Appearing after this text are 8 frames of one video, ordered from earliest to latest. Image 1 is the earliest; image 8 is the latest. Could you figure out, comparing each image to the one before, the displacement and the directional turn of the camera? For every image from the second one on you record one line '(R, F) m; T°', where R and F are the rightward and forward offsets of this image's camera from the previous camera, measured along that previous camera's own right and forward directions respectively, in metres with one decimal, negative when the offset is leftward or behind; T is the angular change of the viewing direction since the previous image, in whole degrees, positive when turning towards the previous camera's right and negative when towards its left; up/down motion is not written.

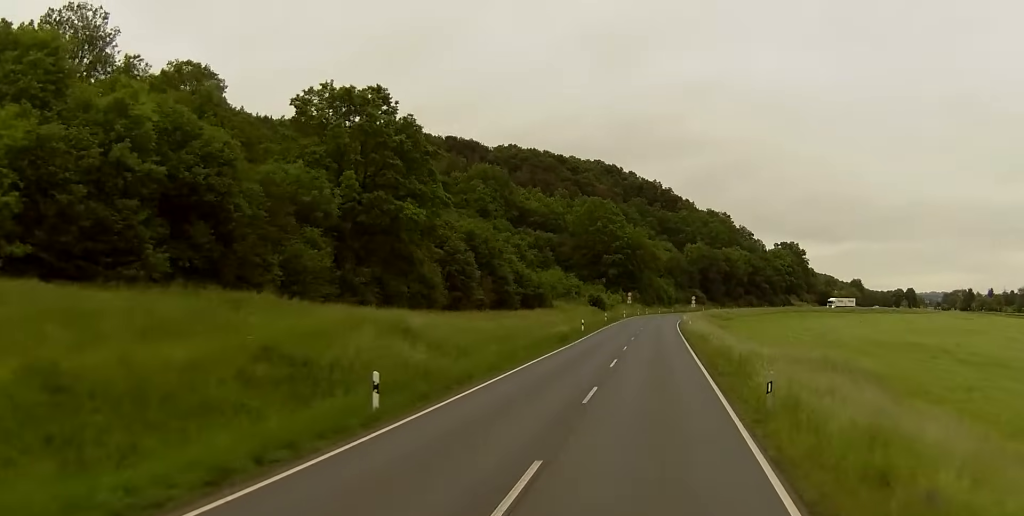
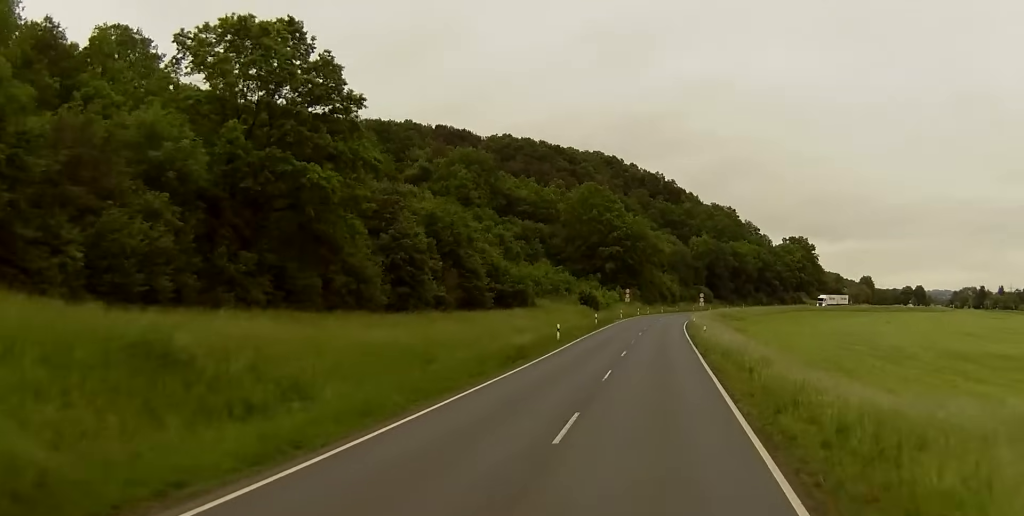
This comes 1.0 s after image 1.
(0.0, +14.5) m; 0°
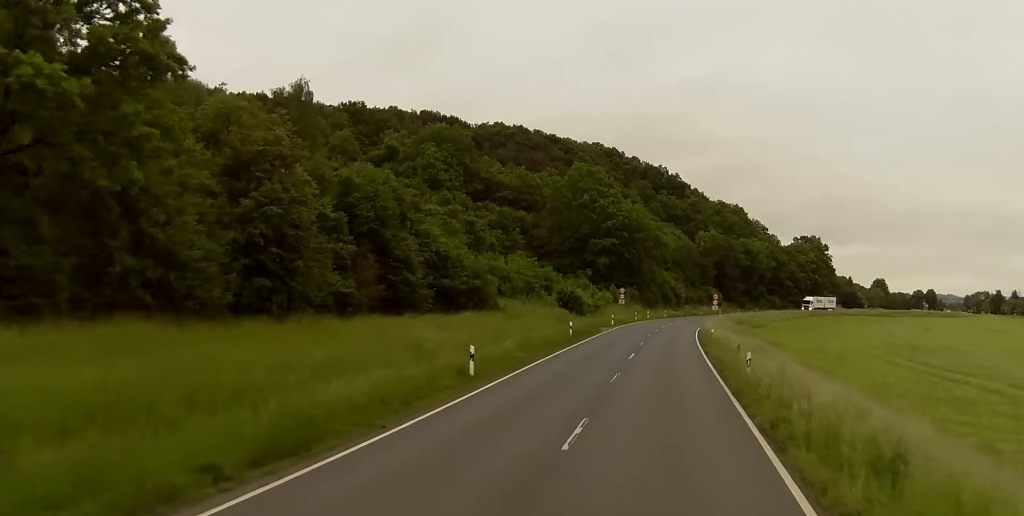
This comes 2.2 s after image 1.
(0.0, +20.4) m; 0°
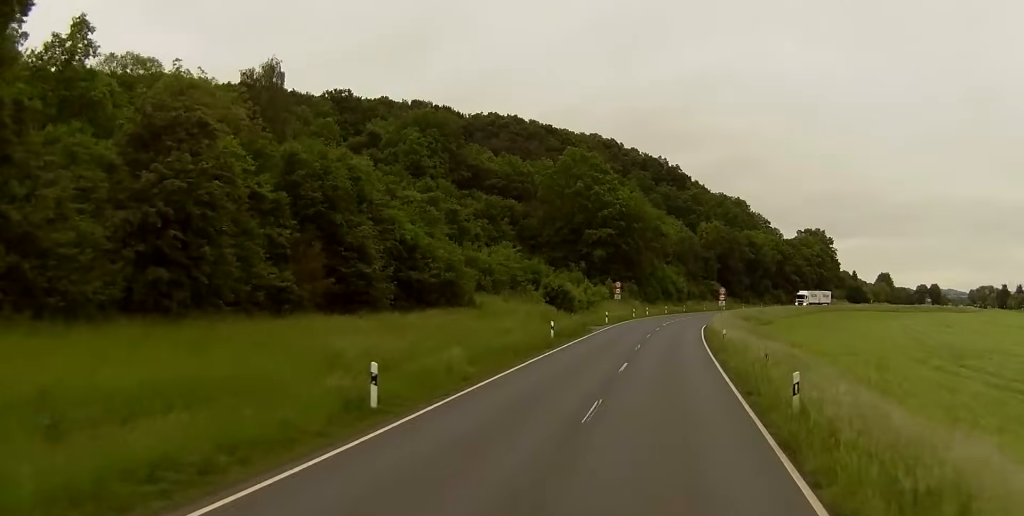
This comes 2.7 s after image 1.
(0.0, +9.1) m; 0°
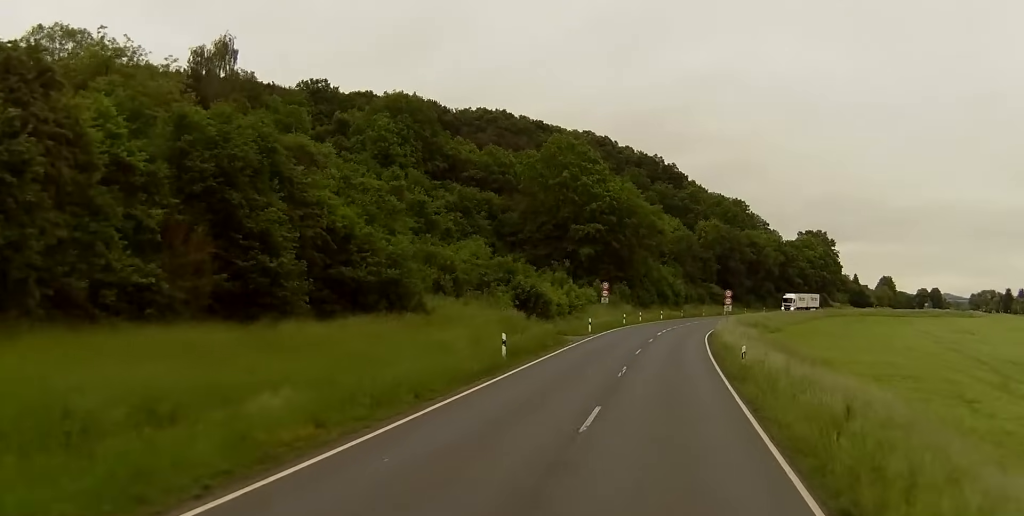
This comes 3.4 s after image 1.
(0.0, +13.5) m; +1°
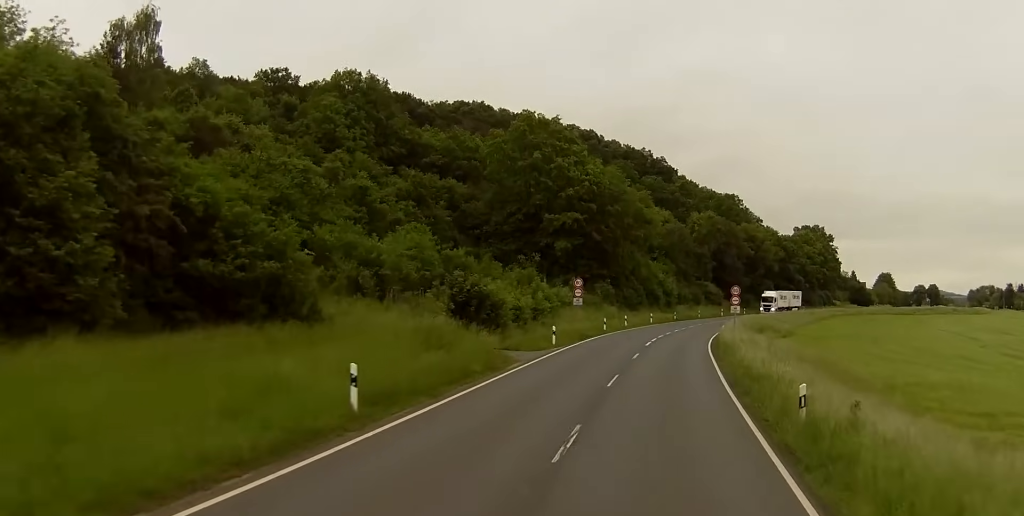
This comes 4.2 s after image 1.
(+0.1, +16.9) m; +1°
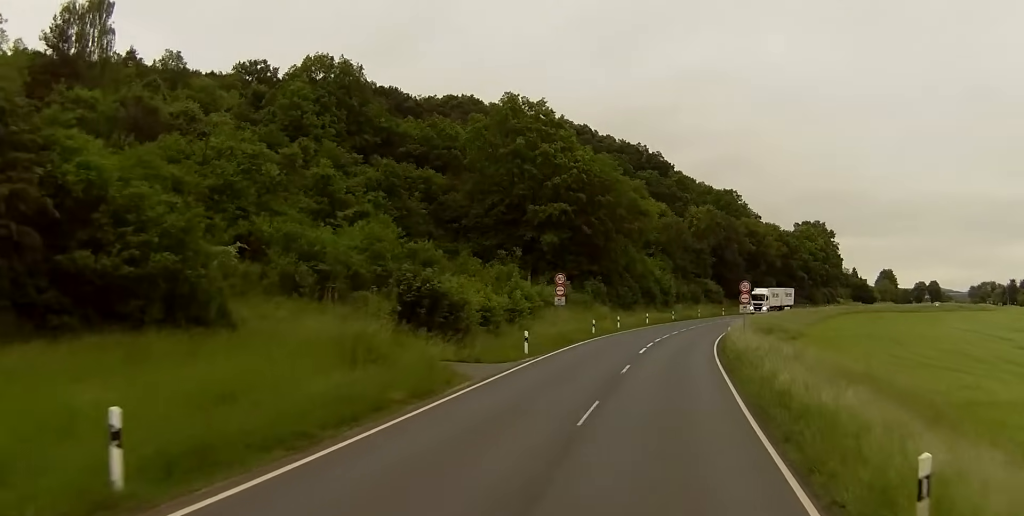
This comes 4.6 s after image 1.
(0.0, +9.2) m; 0°
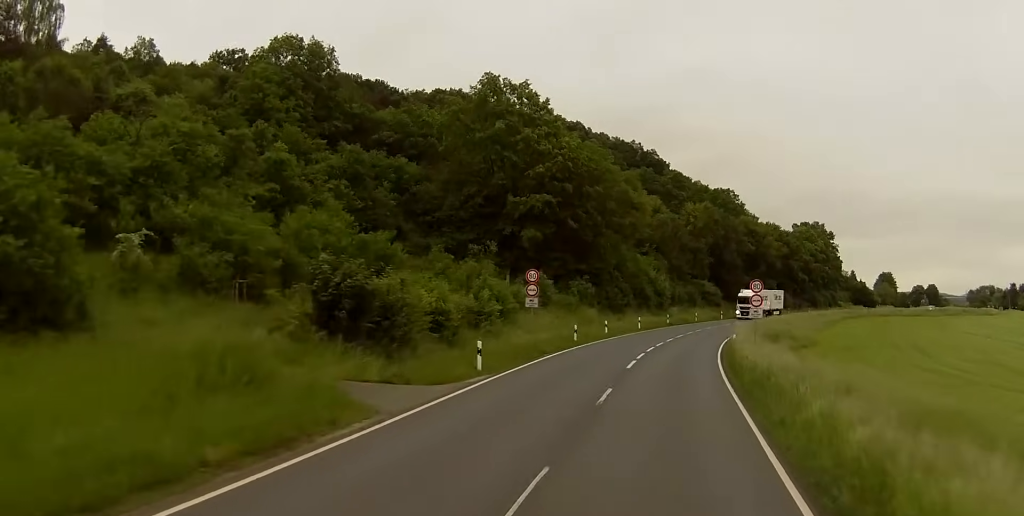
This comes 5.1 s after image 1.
(0.0, +7.9) m; 0°
